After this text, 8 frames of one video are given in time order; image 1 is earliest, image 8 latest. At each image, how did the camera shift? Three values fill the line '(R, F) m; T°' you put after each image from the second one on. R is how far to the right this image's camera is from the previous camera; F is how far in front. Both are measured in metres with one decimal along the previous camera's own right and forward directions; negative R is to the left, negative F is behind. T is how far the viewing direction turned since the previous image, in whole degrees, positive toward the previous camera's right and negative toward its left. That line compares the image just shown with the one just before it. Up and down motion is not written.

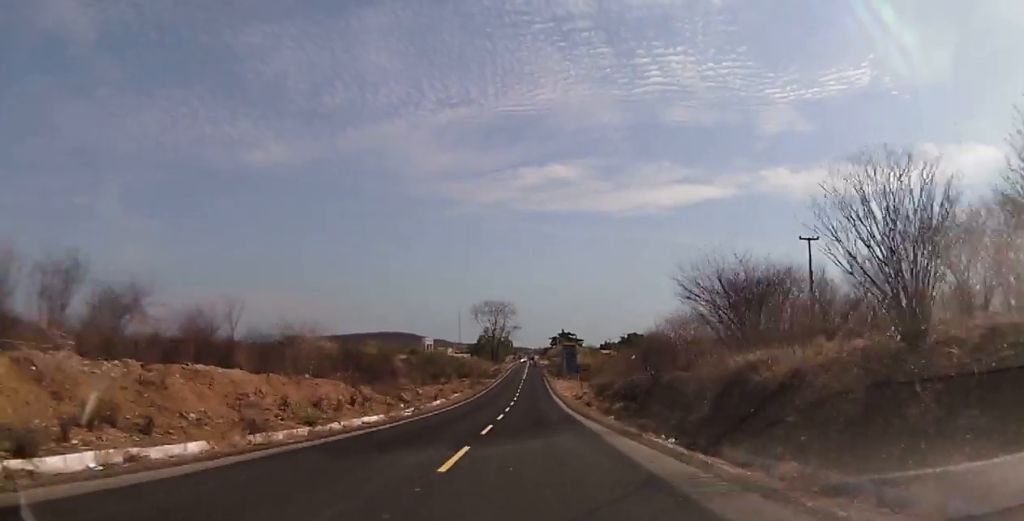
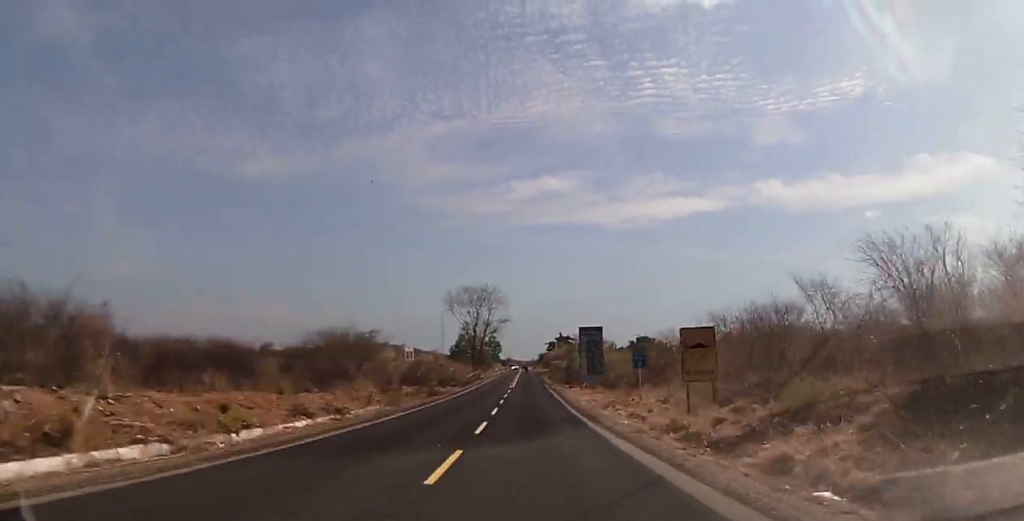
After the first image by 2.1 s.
(-0.4, +41.2) m; 0°
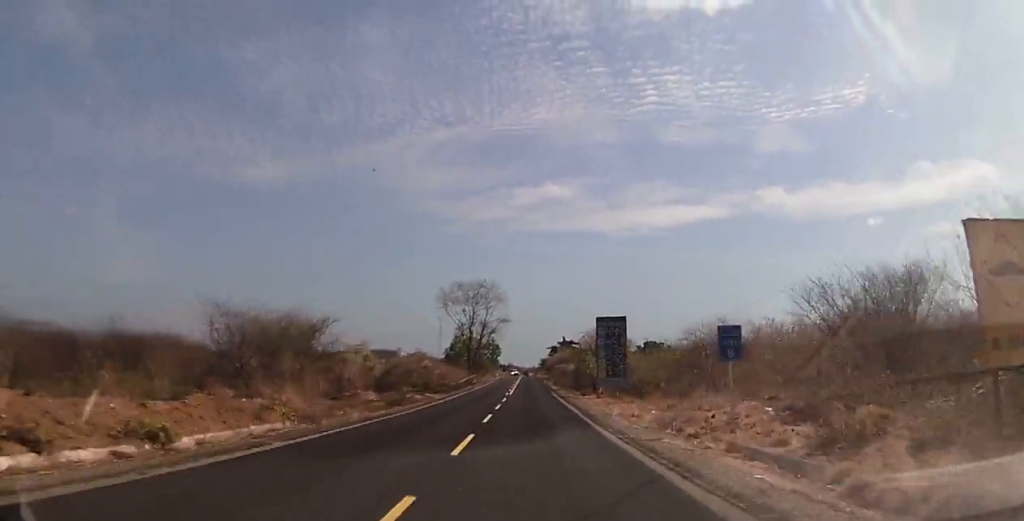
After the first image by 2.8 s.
(+0.1, +13.2) m; 0°
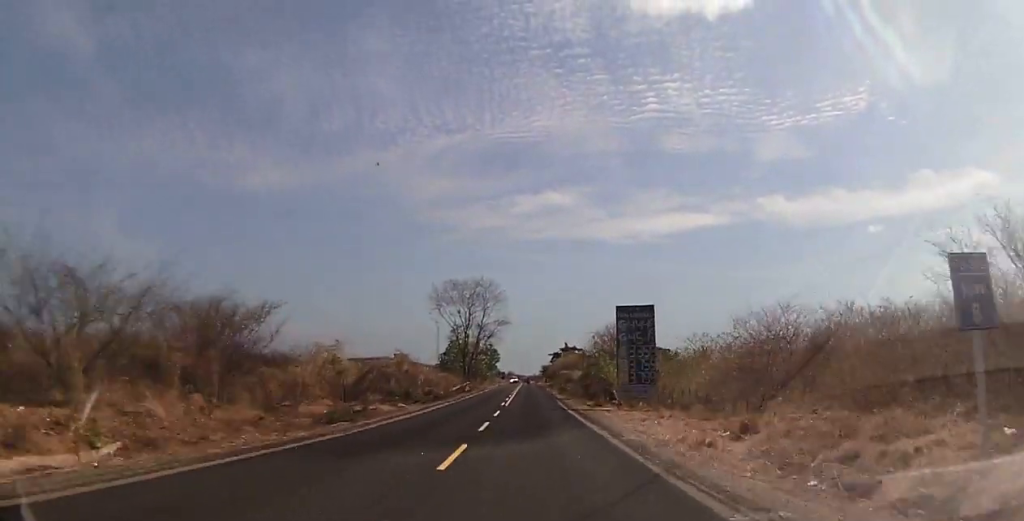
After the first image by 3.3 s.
(0.0, +10.0) m; 0°
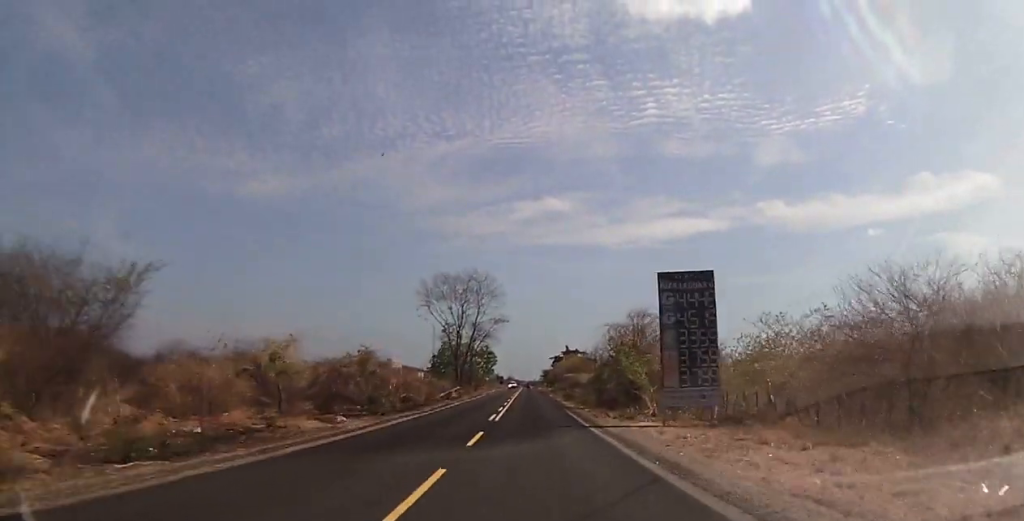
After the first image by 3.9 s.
(0.0, +12.0) m; 0°
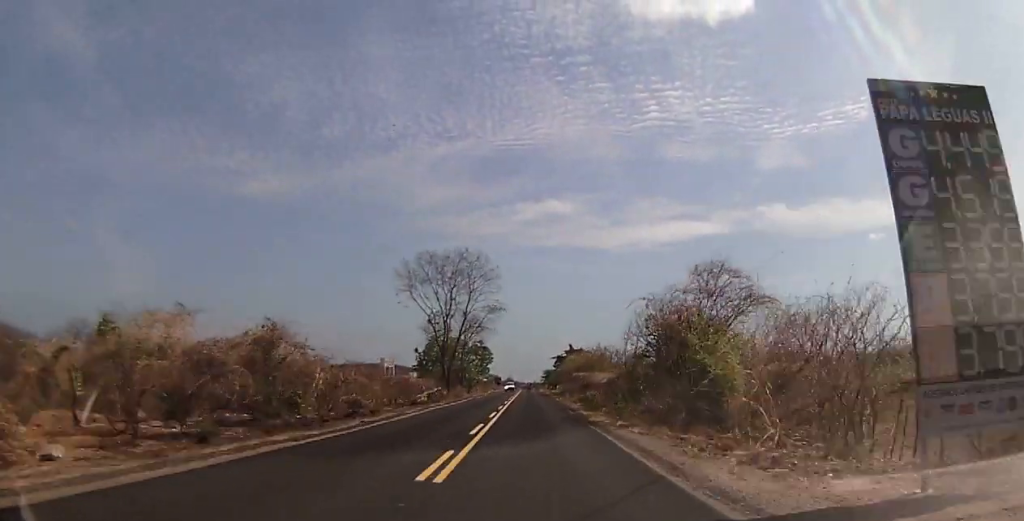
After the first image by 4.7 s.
(0.0, +16.5) m; 0°
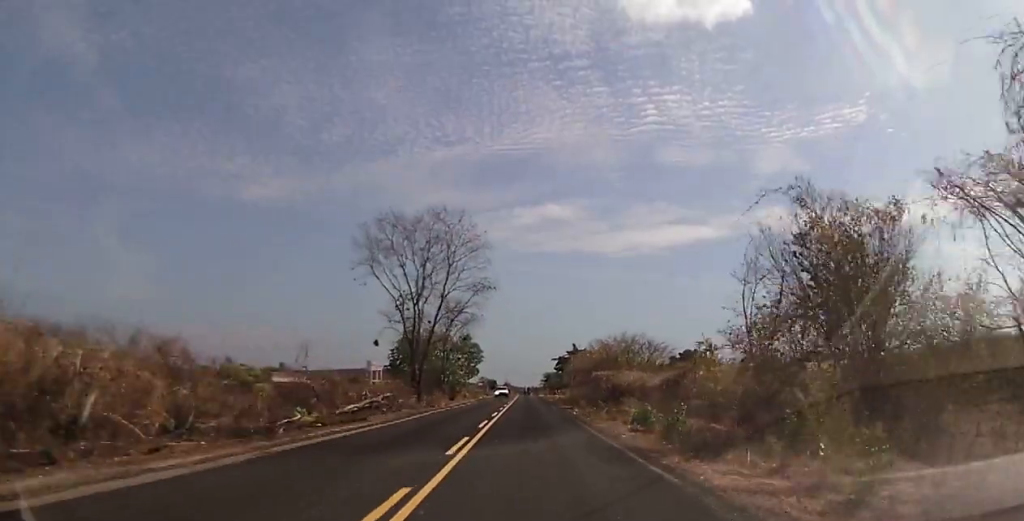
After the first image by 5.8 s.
(-0.1, +21.4) m; 0°
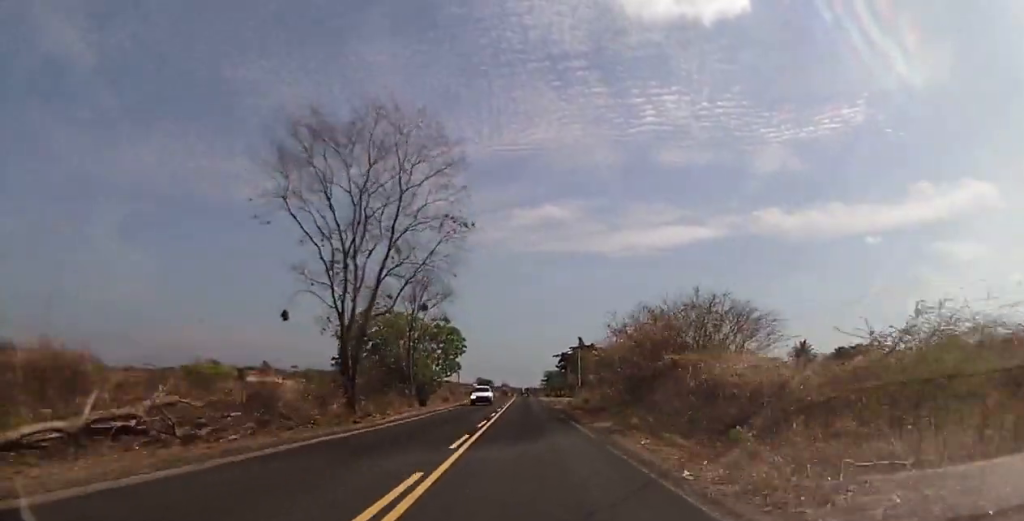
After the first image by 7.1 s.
(+0.4, +24.4) m; +1°
